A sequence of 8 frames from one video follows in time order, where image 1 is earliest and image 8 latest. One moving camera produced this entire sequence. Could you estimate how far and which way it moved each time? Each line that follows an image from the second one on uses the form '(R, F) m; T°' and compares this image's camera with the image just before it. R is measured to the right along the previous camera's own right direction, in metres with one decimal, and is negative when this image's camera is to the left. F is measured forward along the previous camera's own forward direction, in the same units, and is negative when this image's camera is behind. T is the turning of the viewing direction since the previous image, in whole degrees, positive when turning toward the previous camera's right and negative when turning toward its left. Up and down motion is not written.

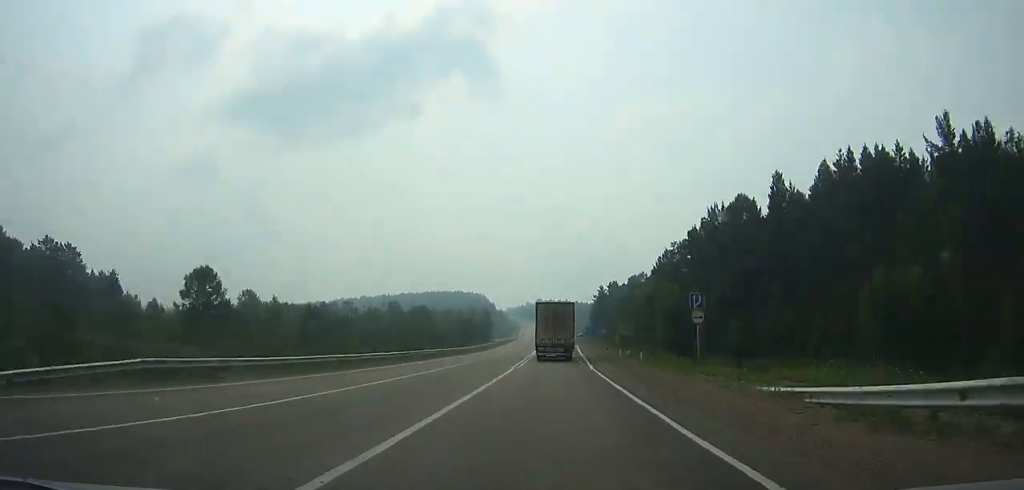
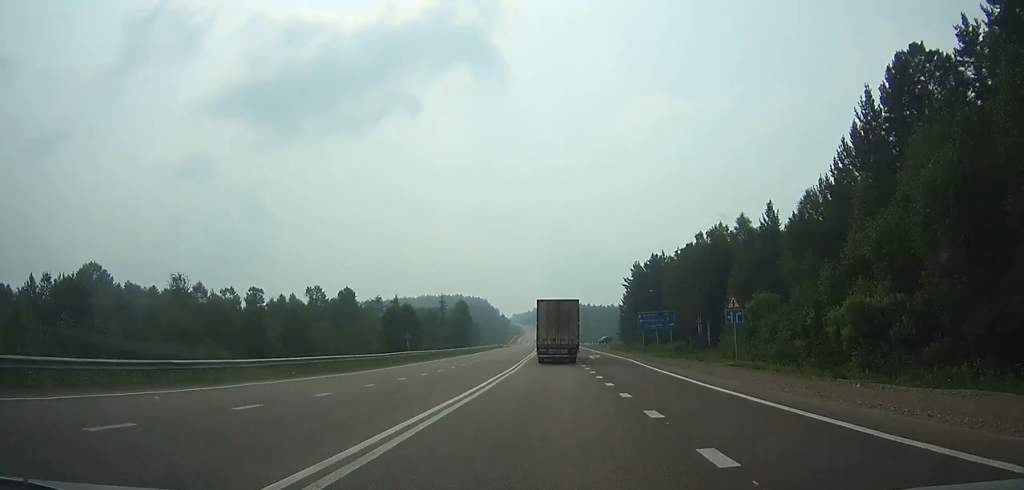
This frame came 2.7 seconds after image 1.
(0.0, +61.6) m; 0°
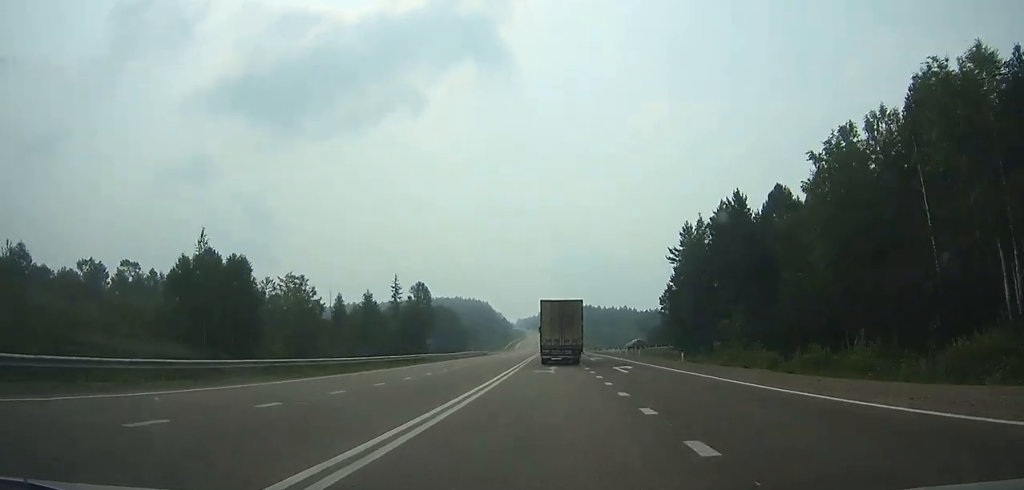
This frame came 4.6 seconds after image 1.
(0.0, +44.3) m; 0°
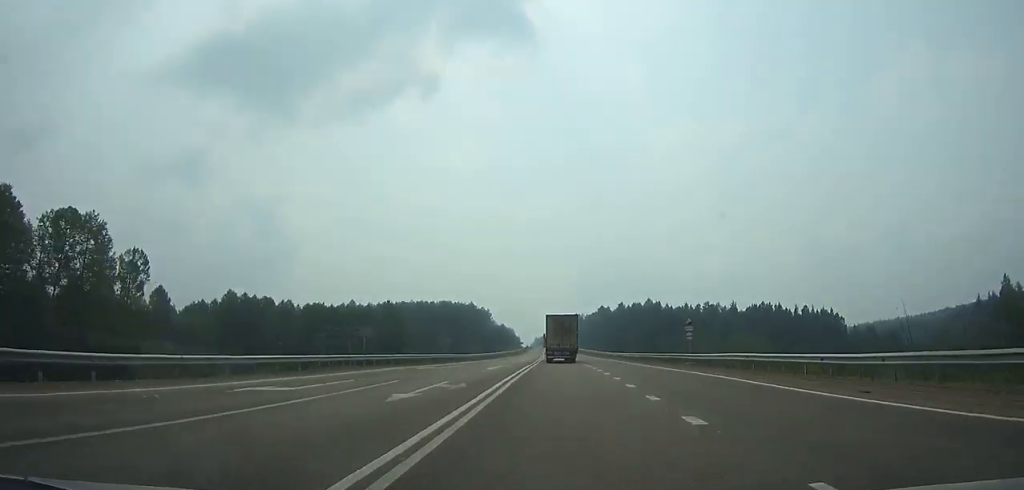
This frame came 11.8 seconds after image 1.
(-0.3, +179.0) m; 0°
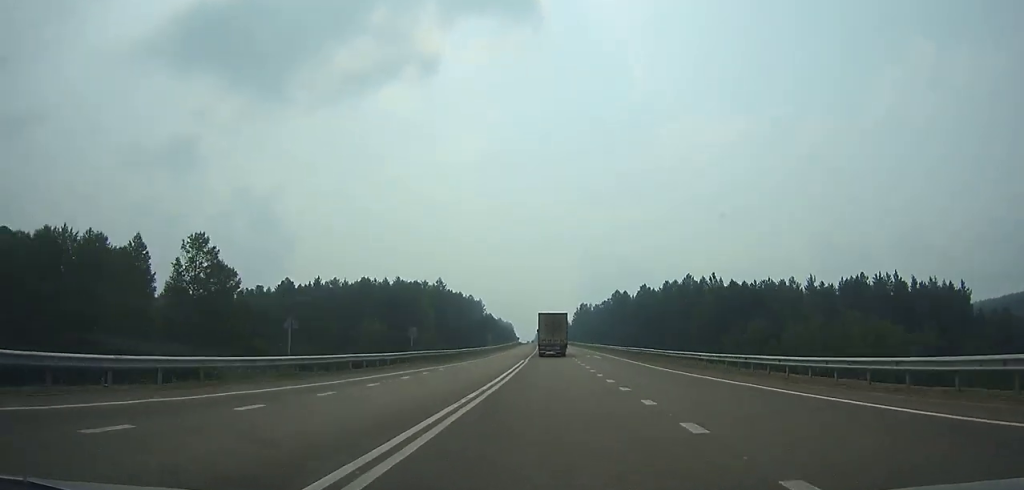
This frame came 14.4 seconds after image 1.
(0.0, +68.7) m; 0°
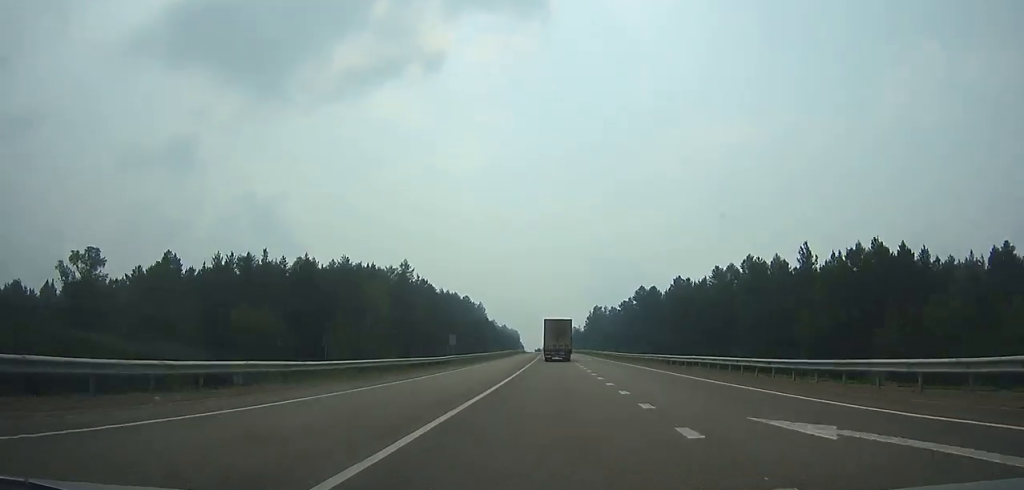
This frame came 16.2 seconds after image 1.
(0.0, +48.4) m; 0°
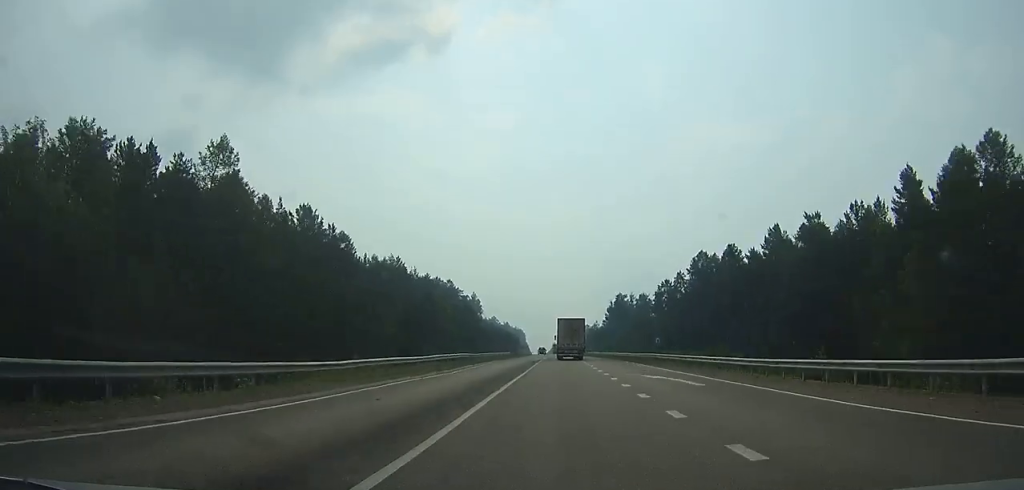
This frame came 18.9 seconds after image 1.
(0.0, +73.1) m; 0°
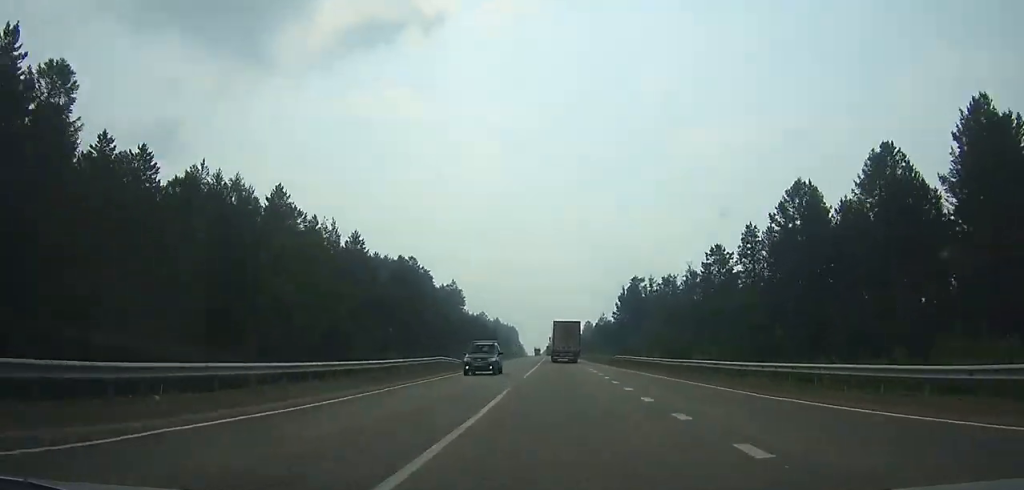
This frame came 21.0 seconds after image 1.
(+0.1, +57.1) m; 0°
